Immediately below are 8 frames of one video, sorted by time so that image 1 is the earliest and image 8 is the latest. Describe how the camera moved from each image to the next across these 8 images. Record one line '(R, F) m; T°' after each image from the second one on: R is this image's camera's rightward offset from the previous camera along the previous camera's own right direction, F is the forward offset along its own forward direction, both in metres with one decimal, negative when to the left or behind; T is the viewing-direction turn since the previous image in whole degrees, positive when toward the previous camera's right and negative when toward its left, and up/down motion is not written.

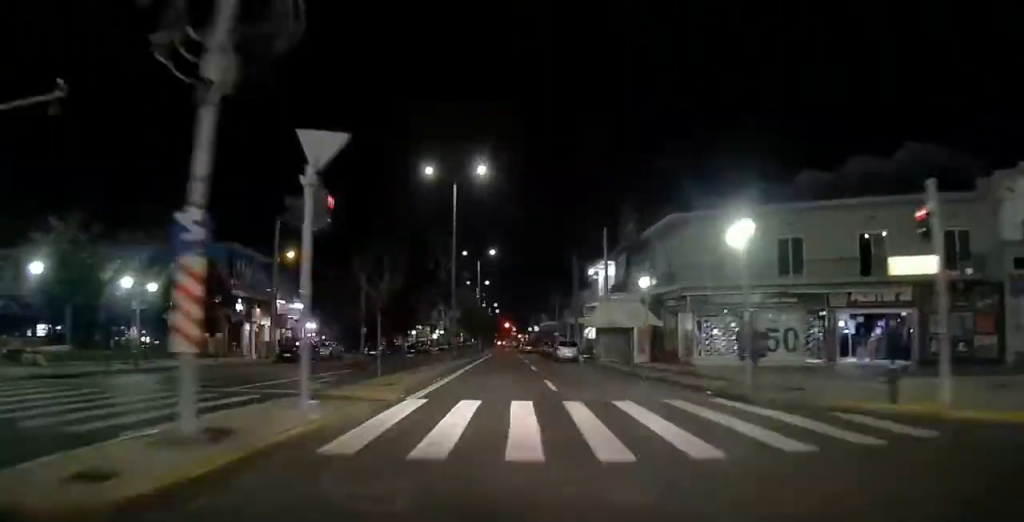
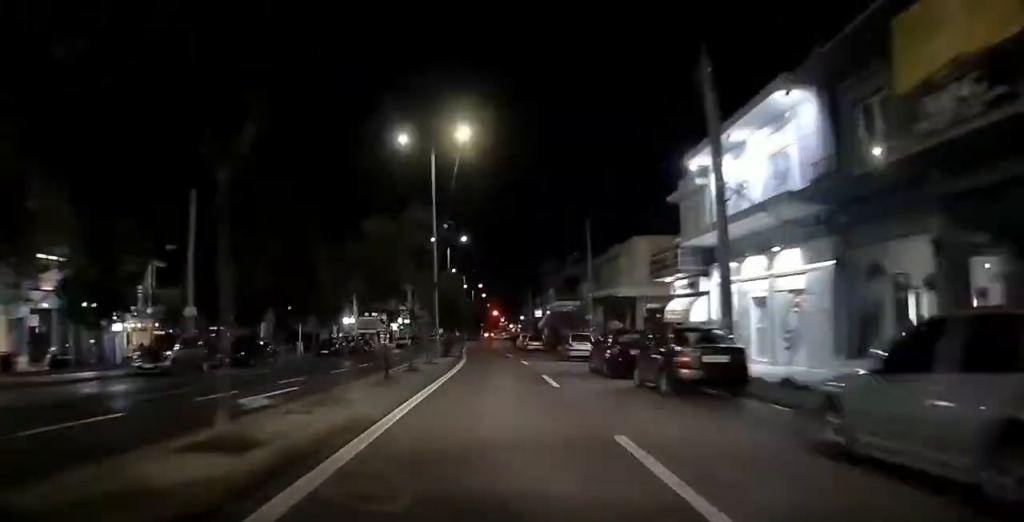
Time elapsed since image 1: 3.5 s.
(0.0, +29.2) m; 0°
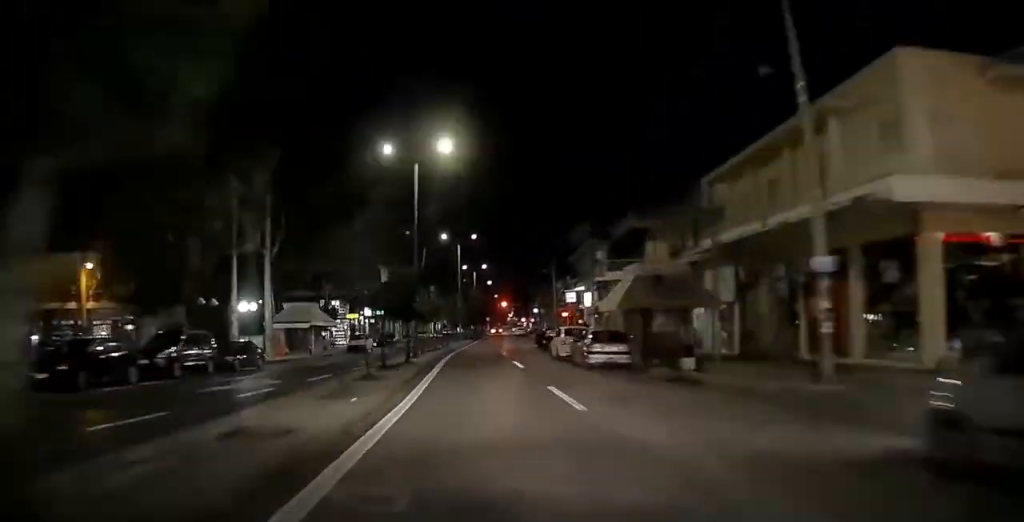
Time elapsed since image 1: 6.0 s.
(-0.2, +21.8) m; 0°
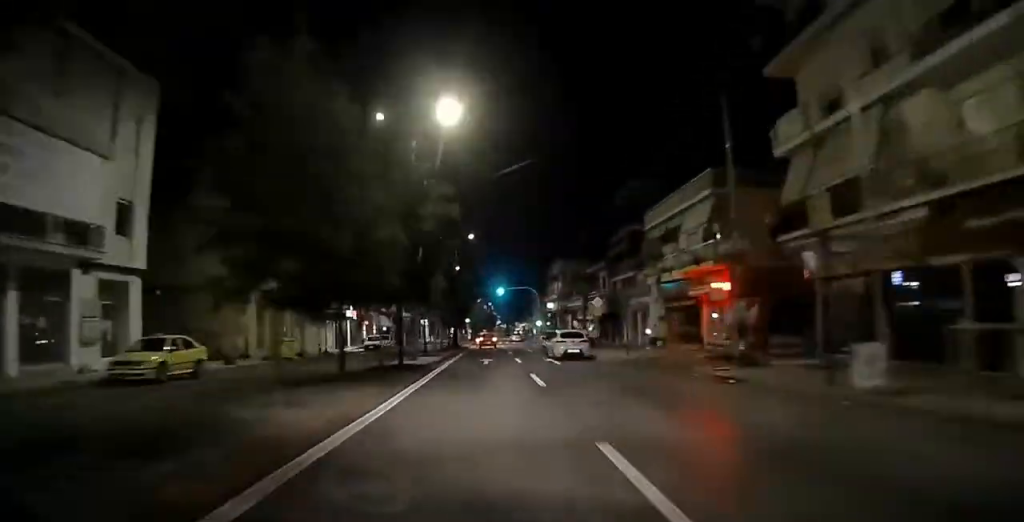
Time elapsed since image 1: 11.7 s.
(+0.8, +76.6) m; +1°
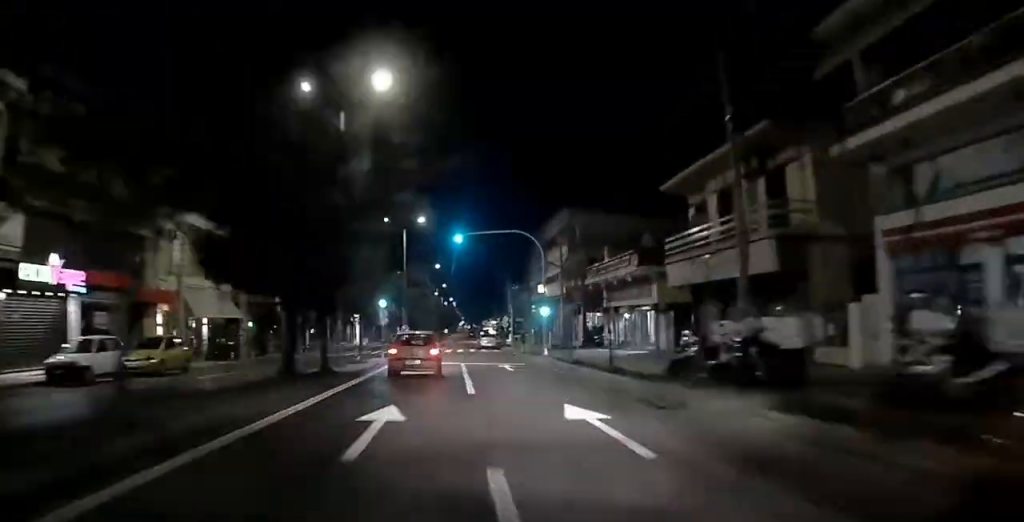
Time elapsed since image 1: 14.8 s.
(+0.2, +43.3) m; 0°
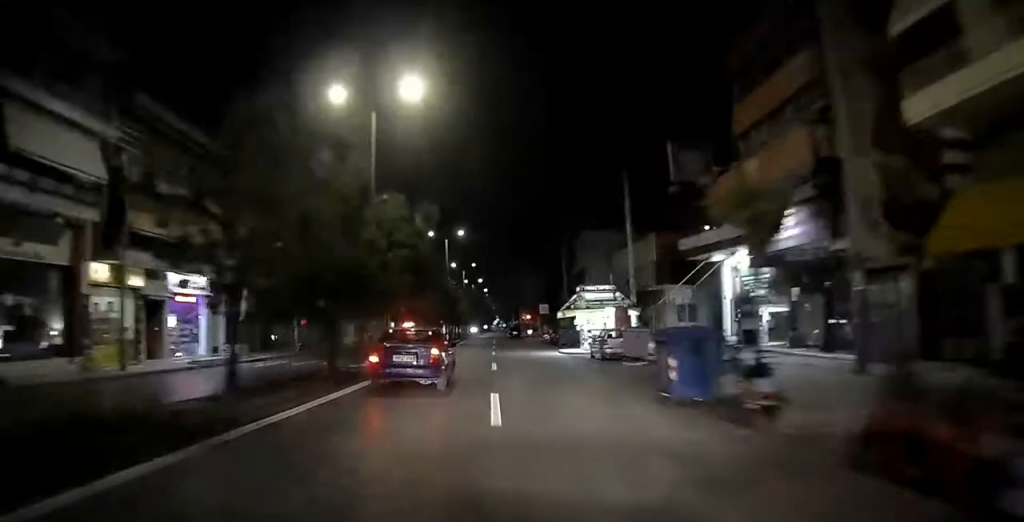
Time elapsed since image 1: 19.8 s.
(0.0, +69.9) m; 0°
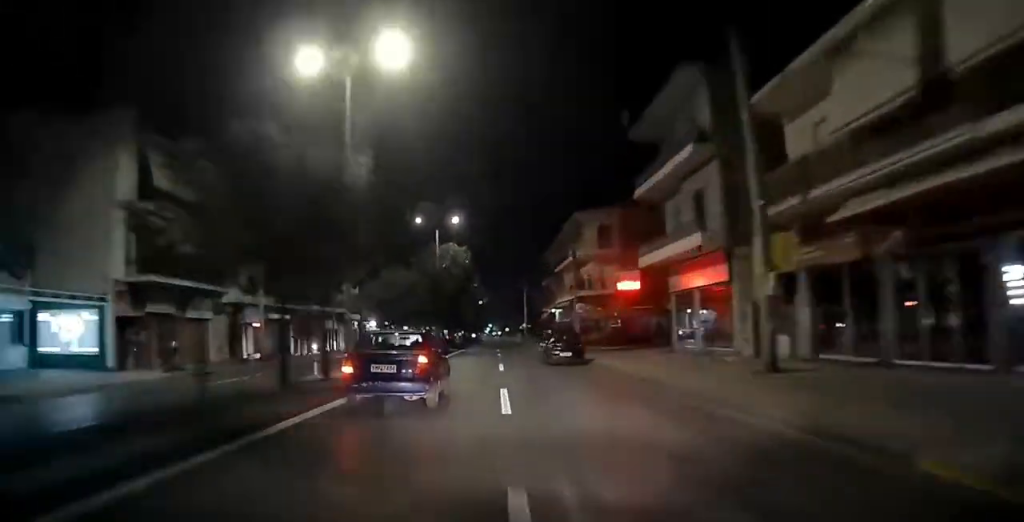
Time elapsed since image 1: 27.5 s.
(+1.3, +129.7) m; +1°
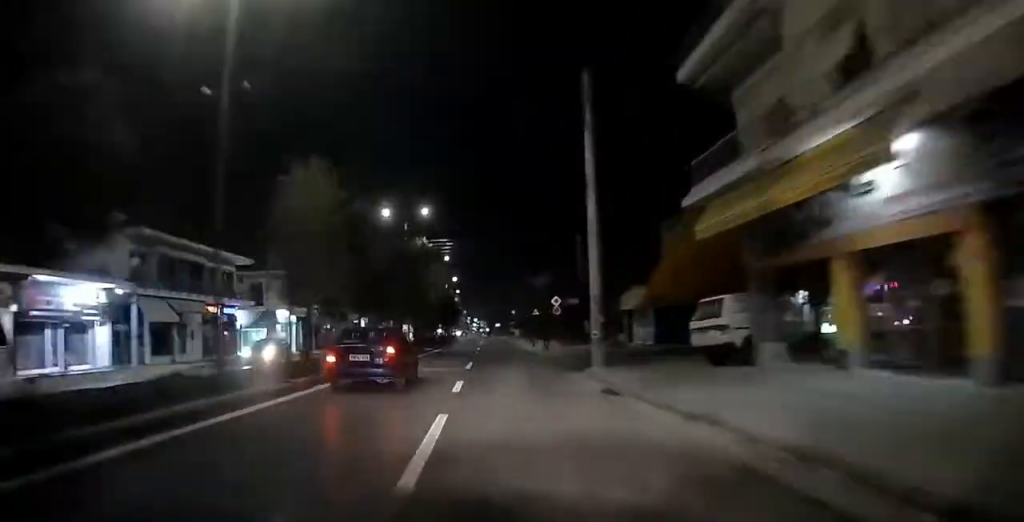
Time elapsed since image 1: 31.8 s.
(+0.2, +50.7) m; -1°
